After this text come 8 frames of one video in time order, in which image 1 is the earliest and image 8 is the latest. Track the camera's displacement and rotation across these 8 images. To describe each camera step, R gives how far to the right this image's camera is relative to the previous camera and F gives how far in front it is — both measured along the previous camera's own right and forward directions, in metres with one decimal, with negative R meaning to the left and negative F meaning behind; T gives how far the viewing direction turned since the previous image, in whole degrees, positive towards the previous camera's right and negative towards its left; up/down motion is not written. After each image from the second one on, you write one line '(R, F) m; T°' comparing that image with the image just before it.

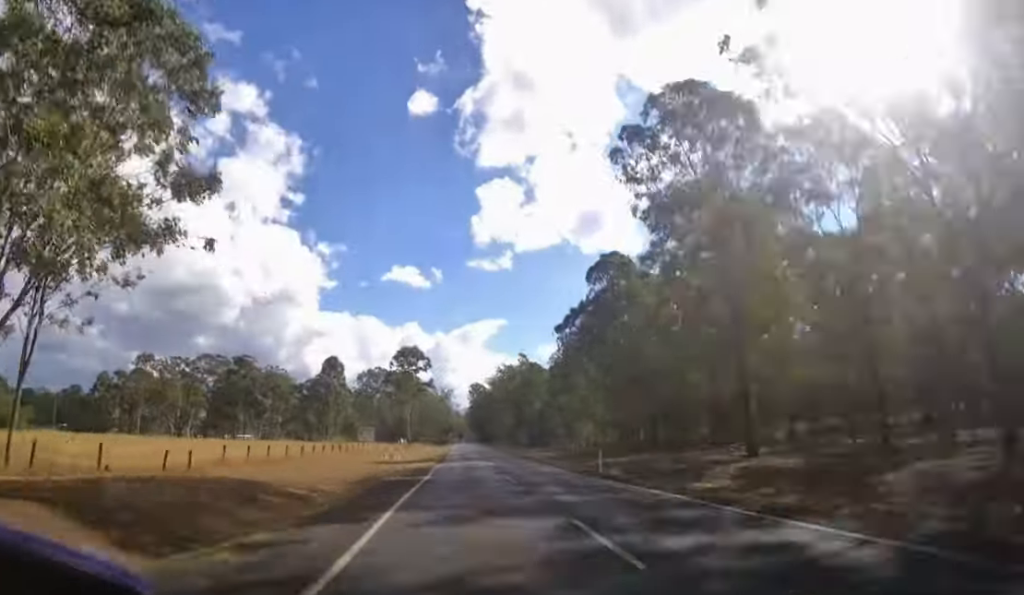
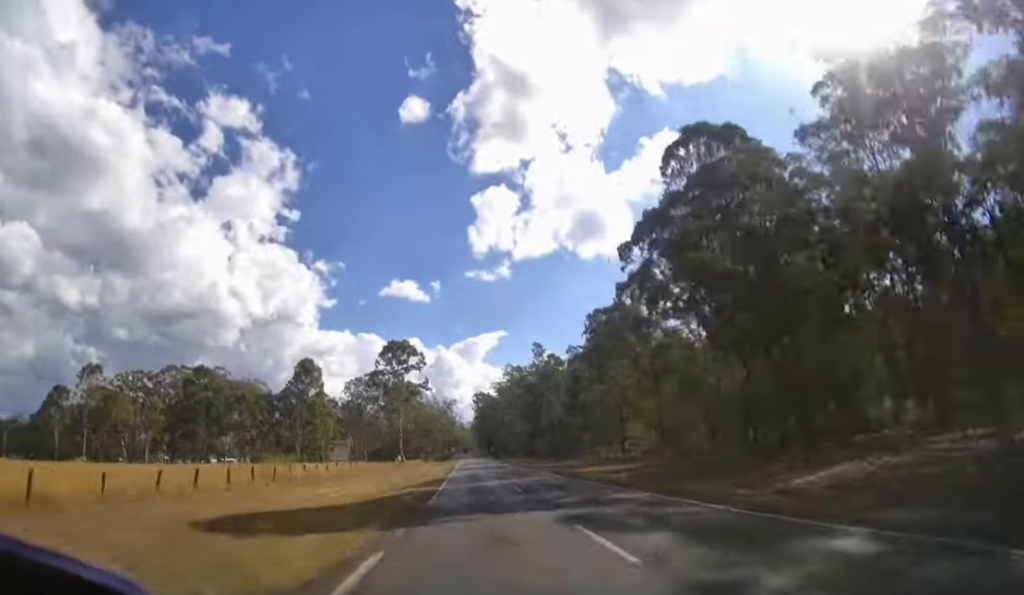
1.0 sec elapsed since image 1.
(+0.1, +22.4) m; 0°
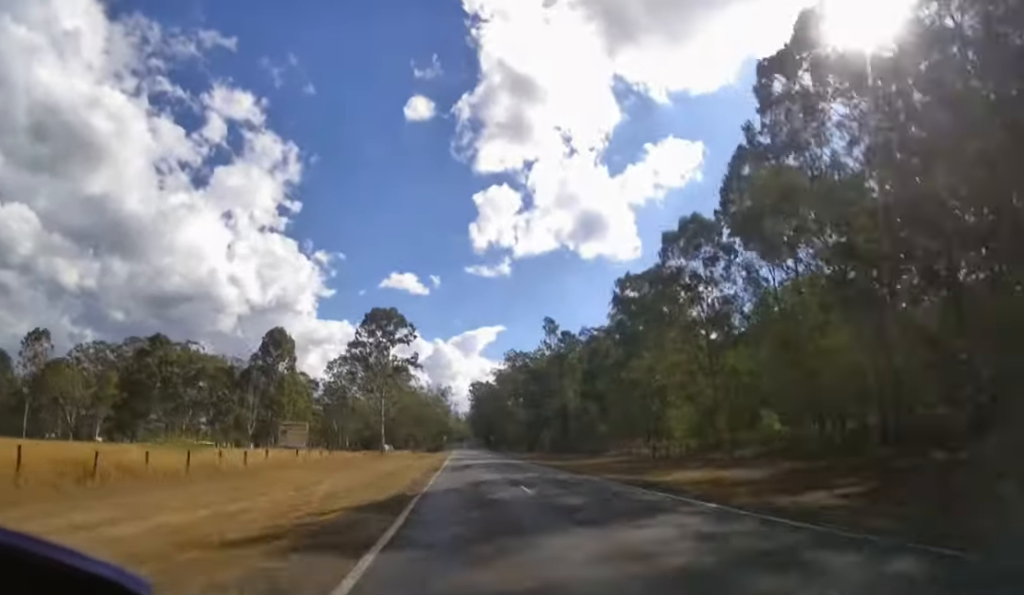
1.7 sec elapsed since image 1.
(0.0, +15.3) m; 0°
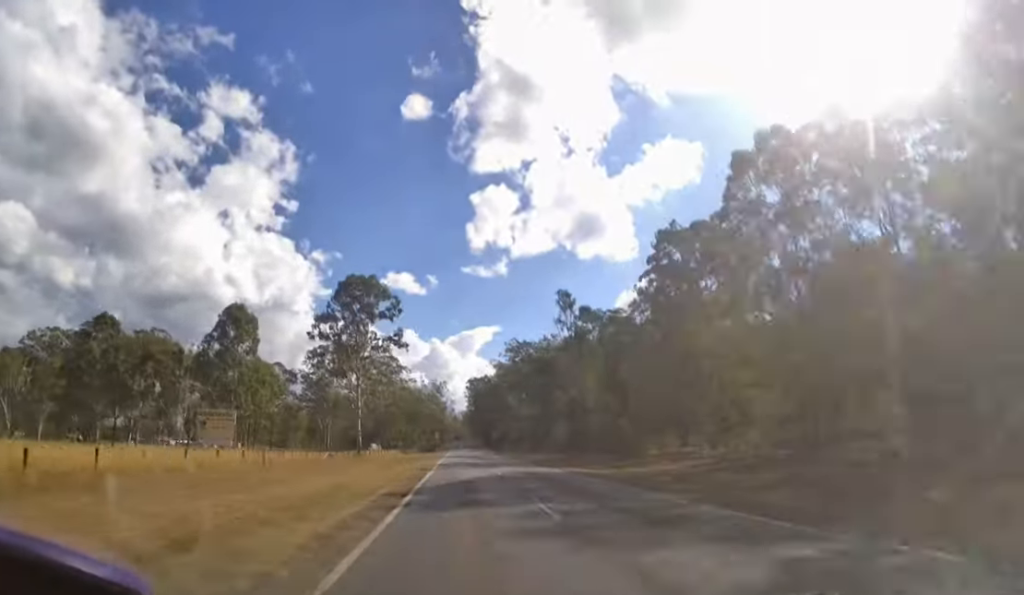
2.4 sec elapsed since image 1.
(0.0, +13.3) m; 0°
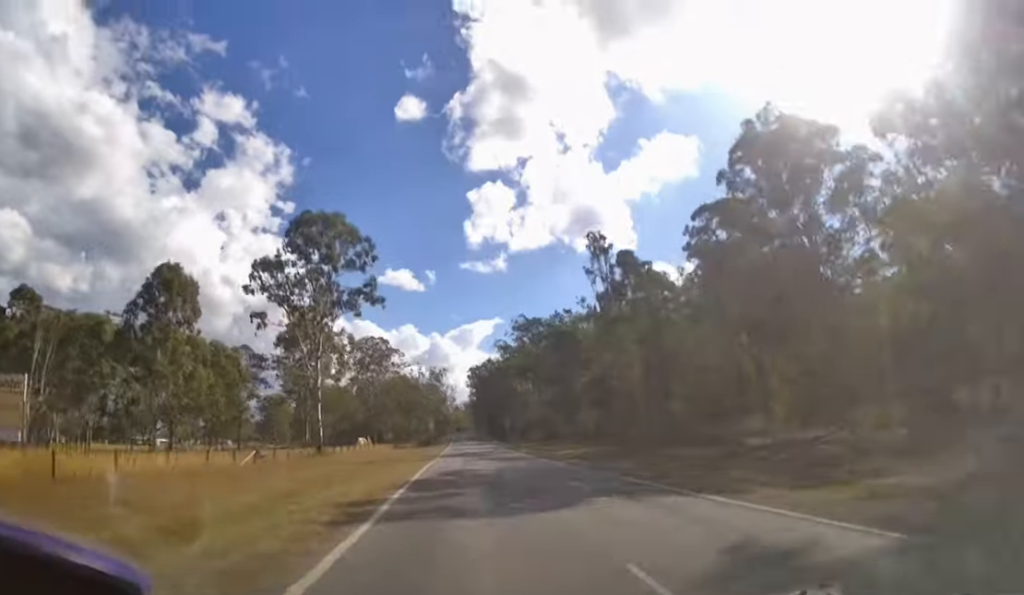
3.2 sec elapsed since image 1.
(0.0, +16.0) m; 0°
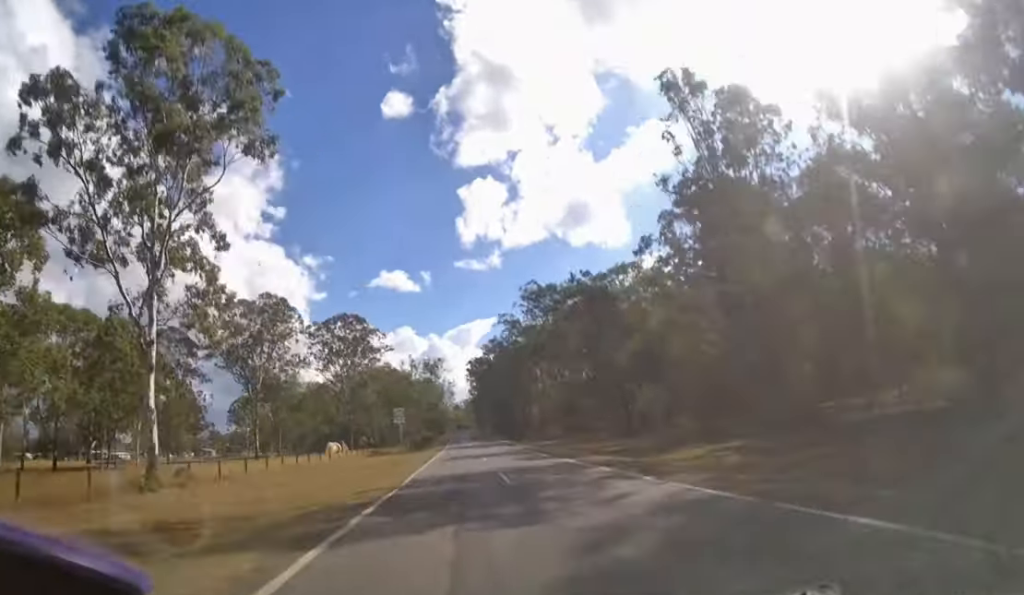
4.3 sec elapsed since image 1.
(+0.1, +23.1) m; 0°
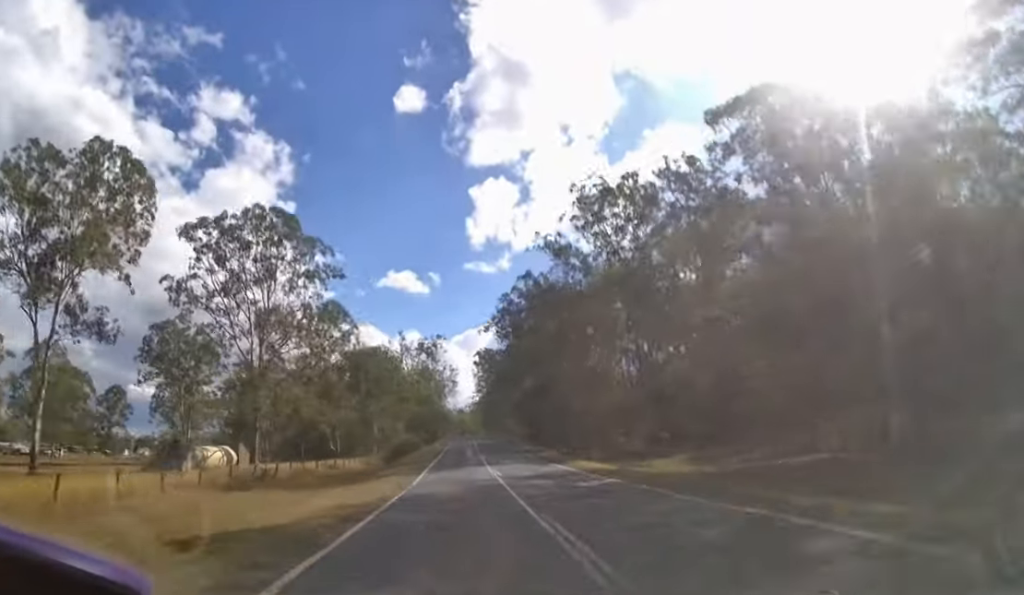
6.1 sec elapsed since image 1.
(-0.2, +43.8) m; -1°
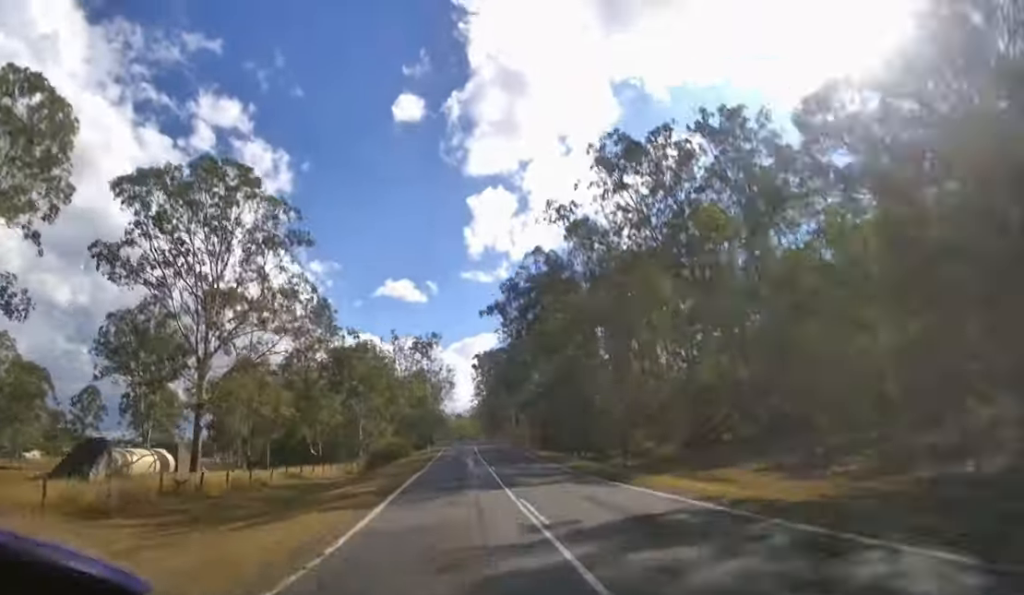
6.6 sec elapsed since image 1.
(0.0, +12.0) m; 0°
